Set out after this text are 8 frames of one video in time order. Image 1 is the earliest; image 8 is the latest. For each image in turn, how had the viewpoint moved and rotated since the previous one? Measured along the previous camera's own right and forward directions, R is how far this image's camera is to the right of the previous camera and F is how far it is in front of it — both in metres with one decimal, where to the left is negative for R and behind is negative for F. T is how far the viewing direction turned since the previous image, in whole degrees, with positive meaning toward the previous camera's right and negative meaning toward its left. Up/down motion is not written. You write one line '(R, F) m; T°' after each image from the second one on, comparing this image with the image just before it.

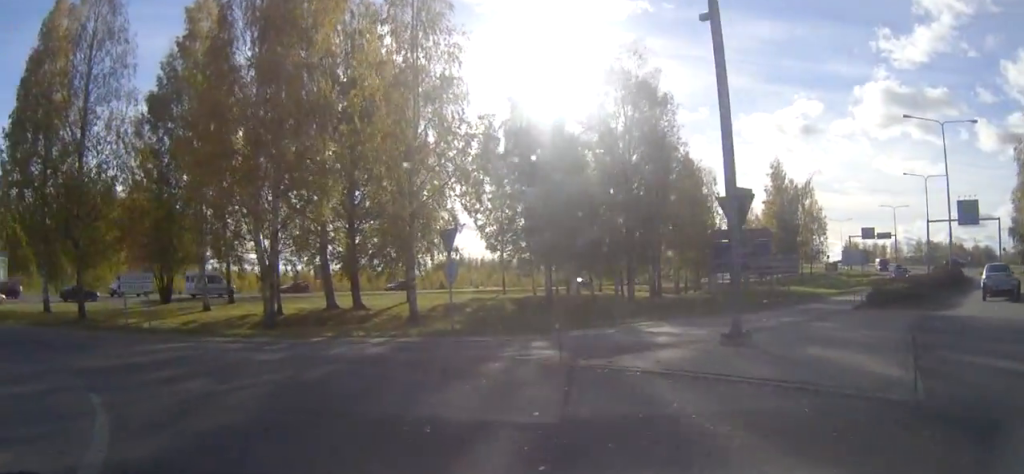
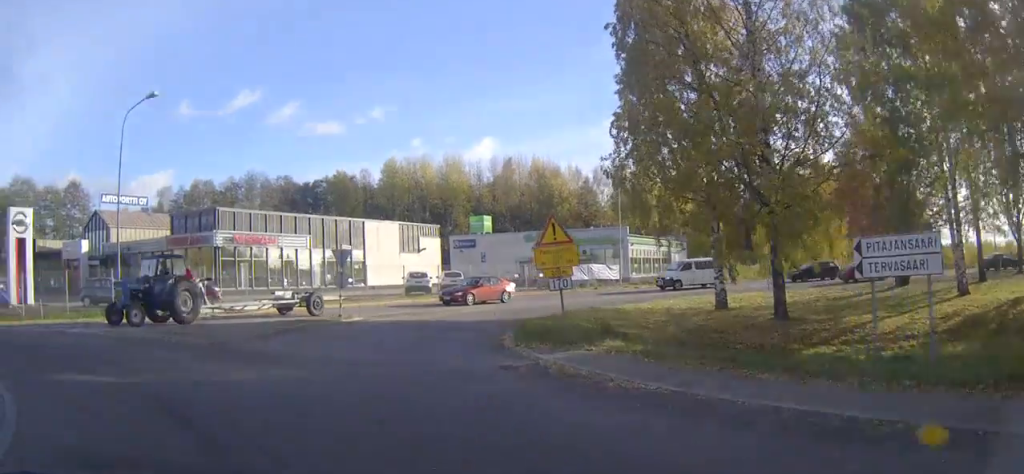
(-5.6, +12.6) m; -55°
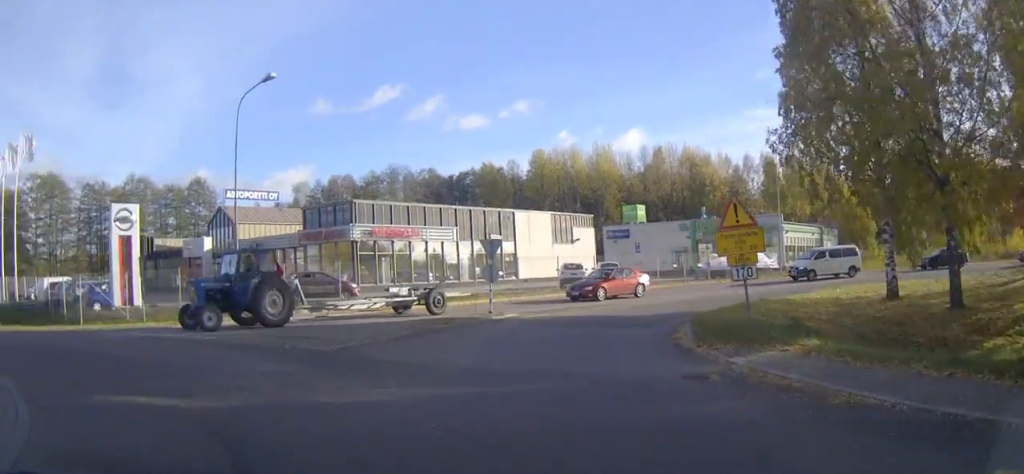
(-0.4, +2.2) m; -12°
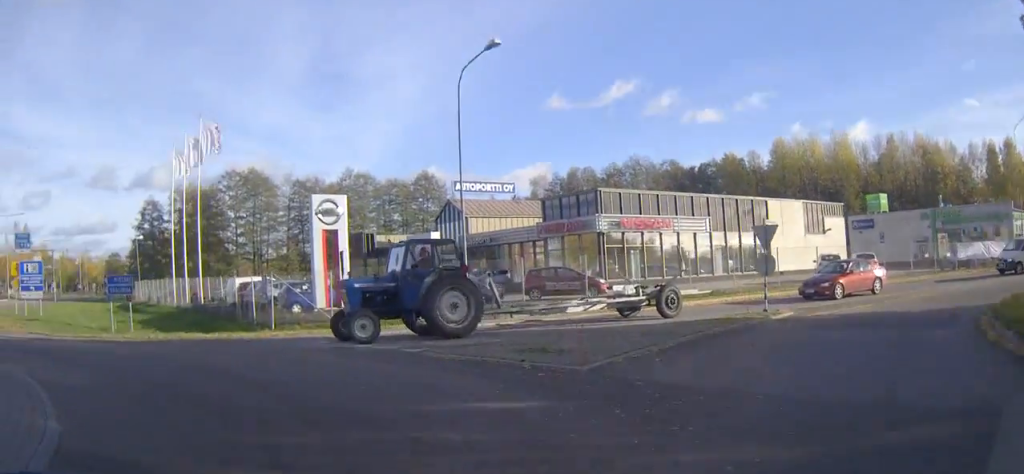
(-0.3, +3.5) m; -19°
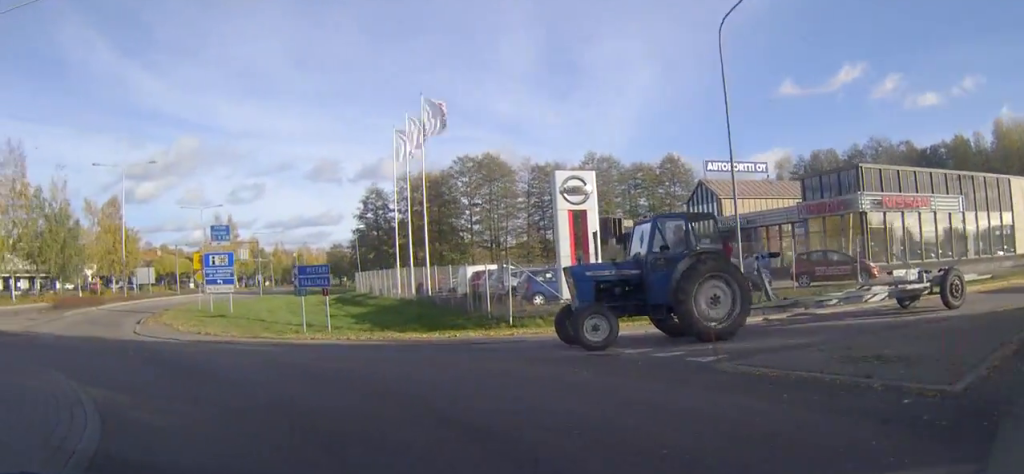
(-0.8, +3.5) m; -17°
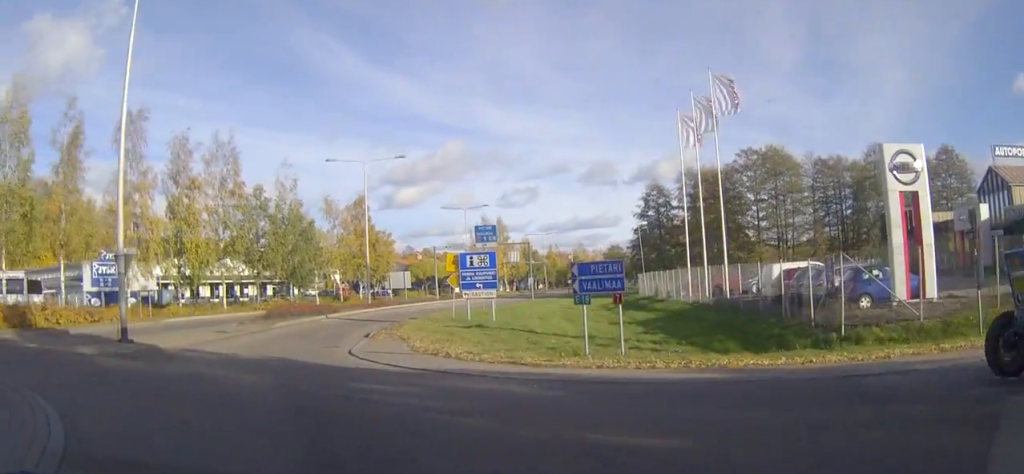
(-1.1, +5.4) m; -20°
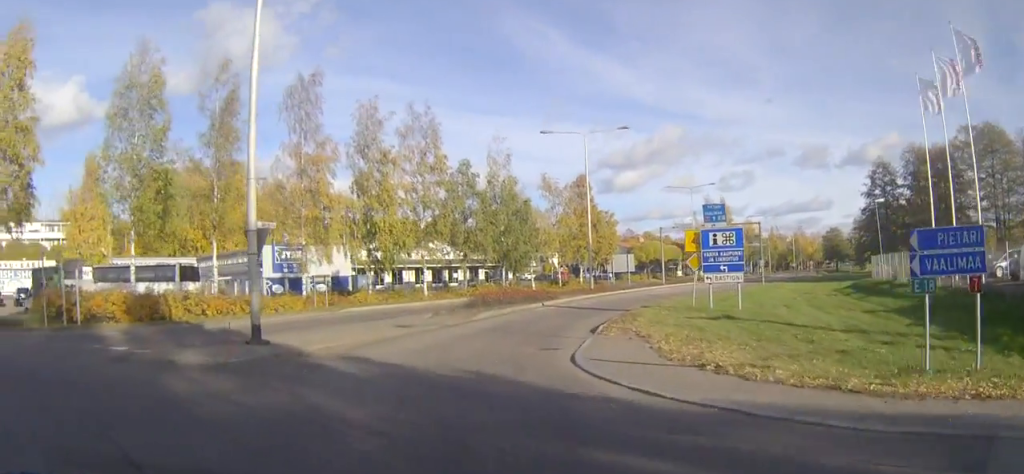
(-0.7, +5.4) m; -11°
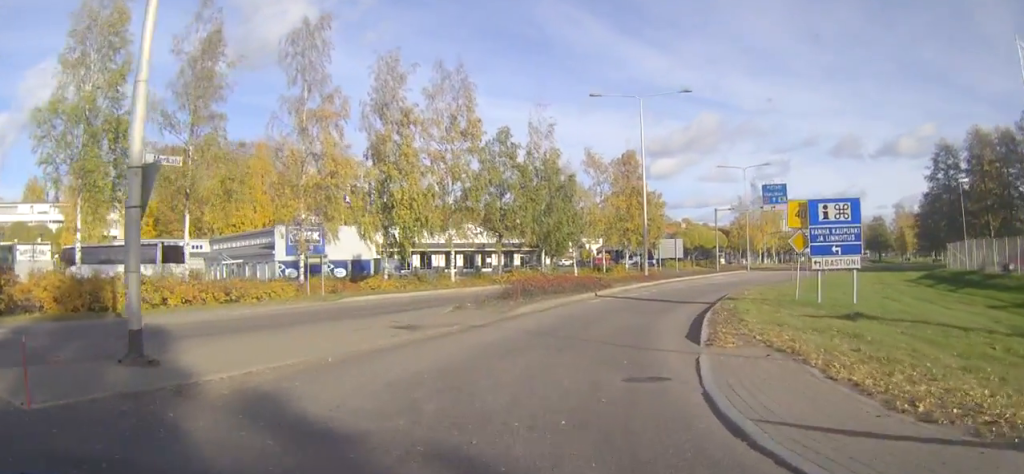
(-0.6, +7.5) m; -4°
